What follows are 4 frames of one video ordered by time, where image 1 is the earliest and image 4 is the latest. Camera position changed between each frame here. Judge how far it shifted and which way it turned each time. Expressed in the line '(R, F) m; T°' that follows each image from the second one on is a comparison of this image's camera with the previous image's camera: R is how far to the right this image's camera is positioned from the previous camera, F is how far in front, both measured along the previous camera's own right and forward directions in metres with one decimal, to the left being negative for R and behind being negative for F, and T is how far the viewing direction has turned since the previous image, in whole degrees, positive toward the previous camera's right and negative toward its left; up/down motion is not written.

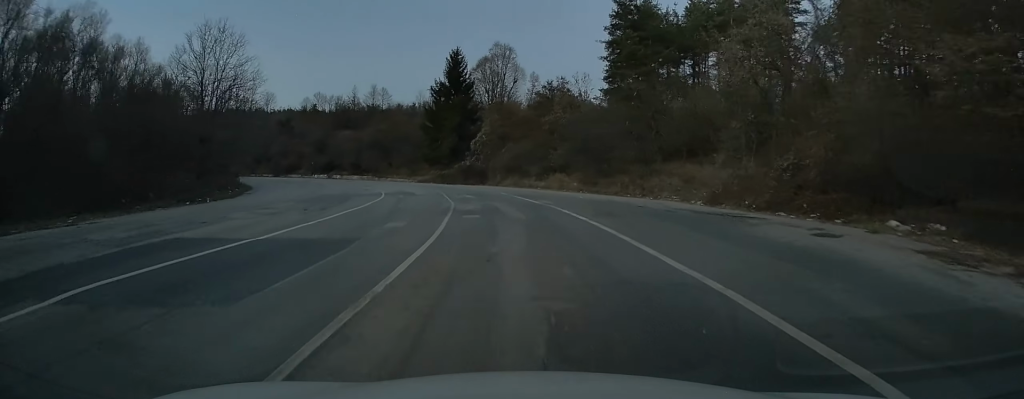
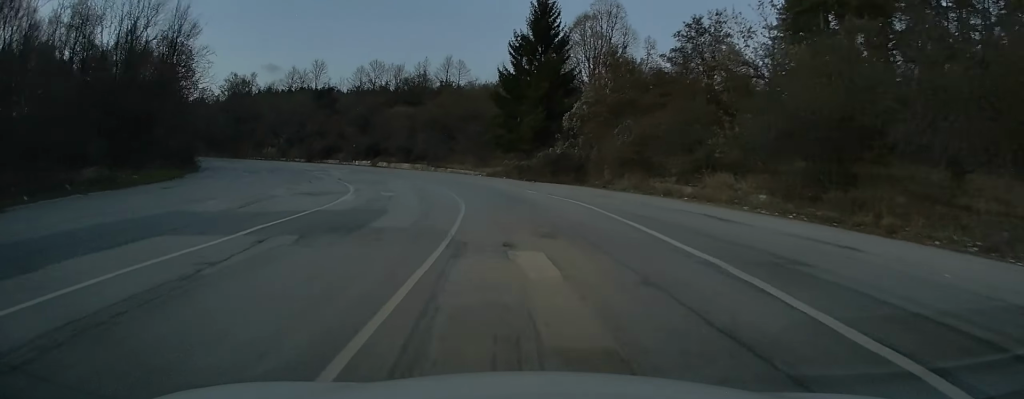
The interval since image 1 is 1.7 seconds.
(-2.7, +28.3) m; -11°
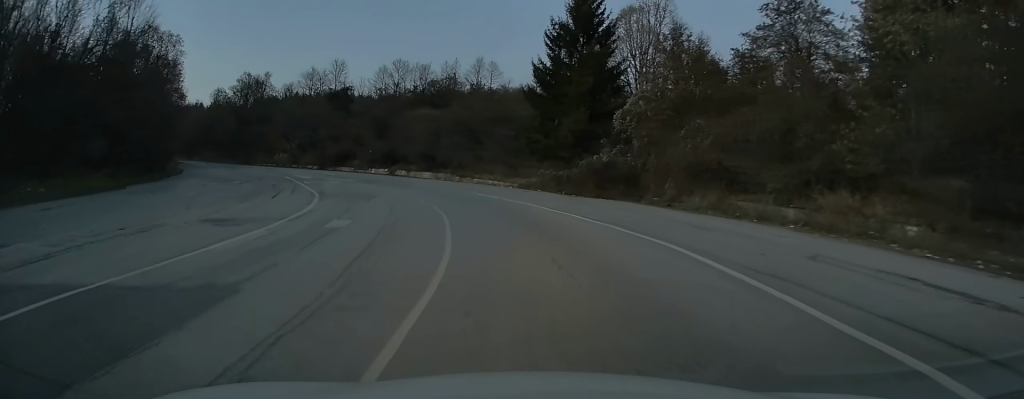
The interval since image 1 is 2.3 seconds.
(-0.1, +10.0) m; -5°
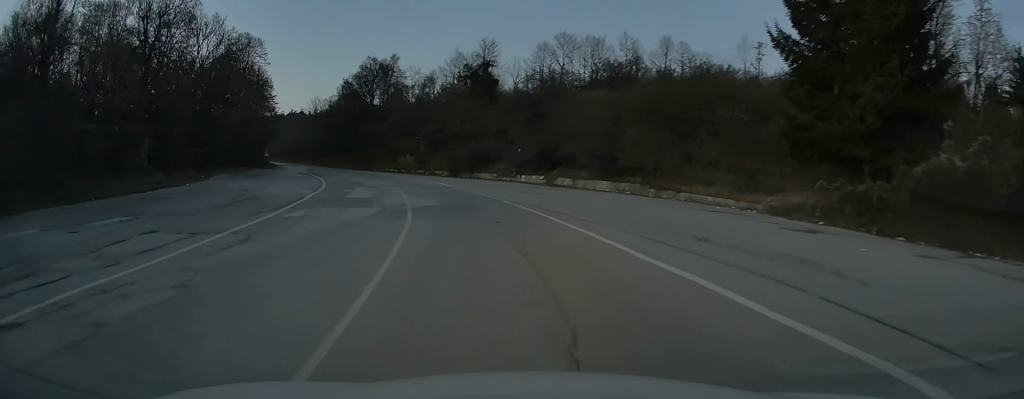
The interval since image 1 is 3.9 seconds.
(-3.7, +25.7) m; -16°
